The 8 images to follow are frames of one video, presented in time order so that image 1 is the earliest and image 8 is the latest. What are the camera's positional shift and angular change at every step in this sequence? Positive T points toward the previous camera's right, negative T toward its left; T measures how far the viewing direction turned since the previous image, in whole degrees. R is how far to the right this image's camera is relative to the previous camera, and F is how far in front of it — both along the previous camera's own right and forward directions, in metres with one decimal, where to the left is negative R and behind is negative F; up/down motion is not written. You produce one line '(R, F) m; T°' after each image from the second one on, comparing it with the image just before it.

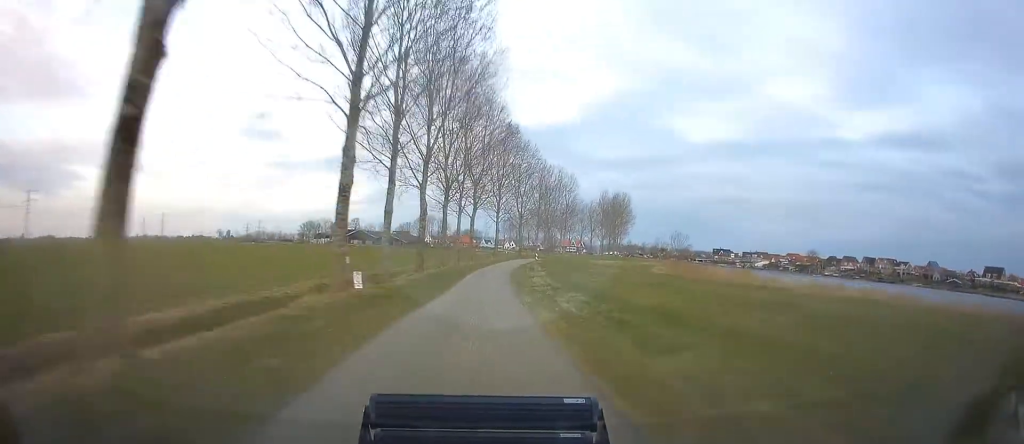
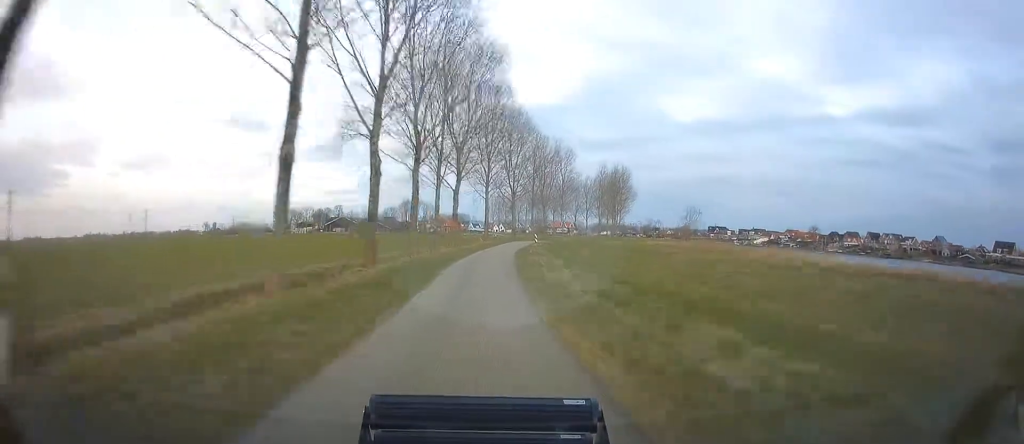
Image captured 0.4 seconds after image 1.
(+0.5, +13.8) m; +2°
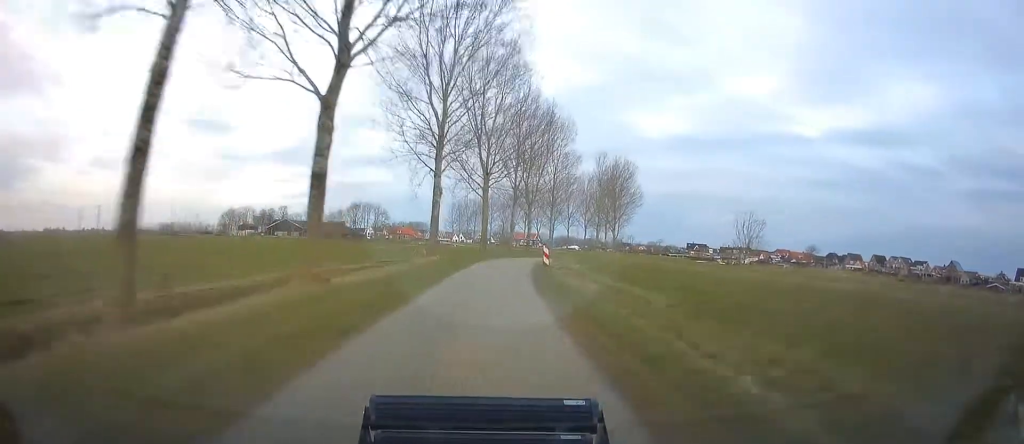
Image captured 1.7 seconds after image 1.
(+1.8, +39.1) m; +6°
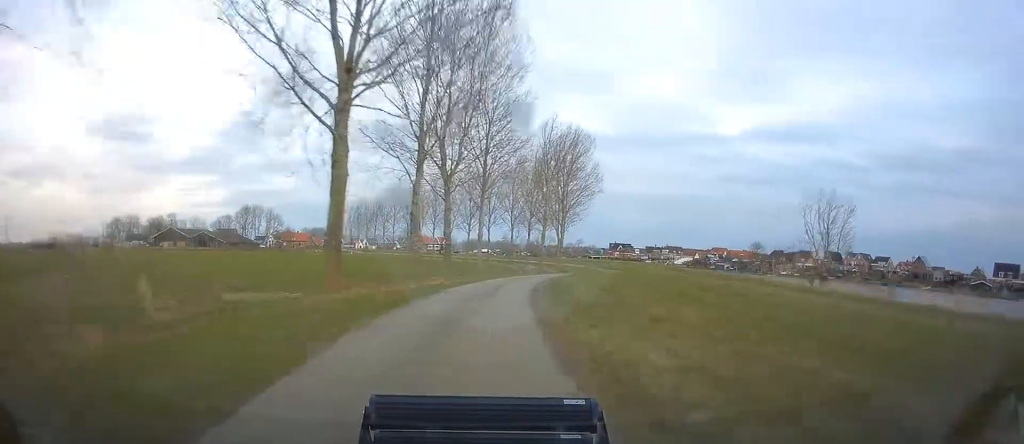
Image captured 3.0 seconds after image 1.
(+1.9, +34.8) m; +9°
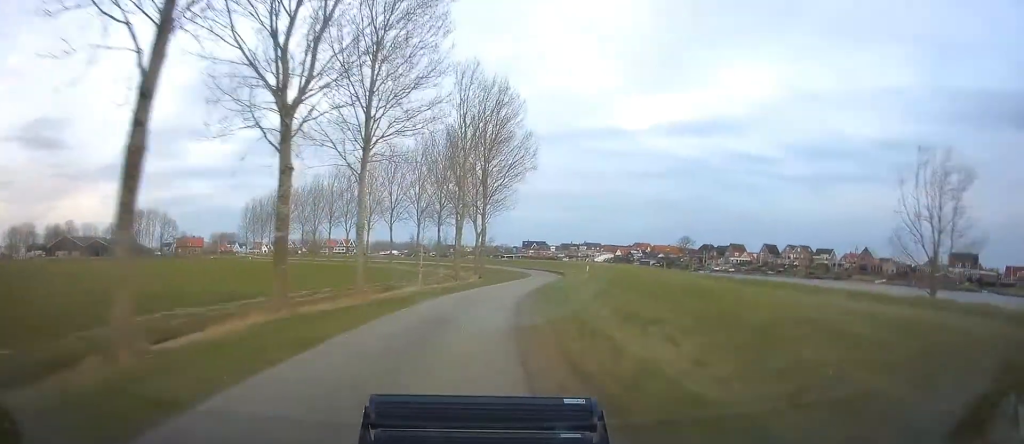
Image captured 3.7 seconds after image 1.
(+1.5, +19.4) m; +7°
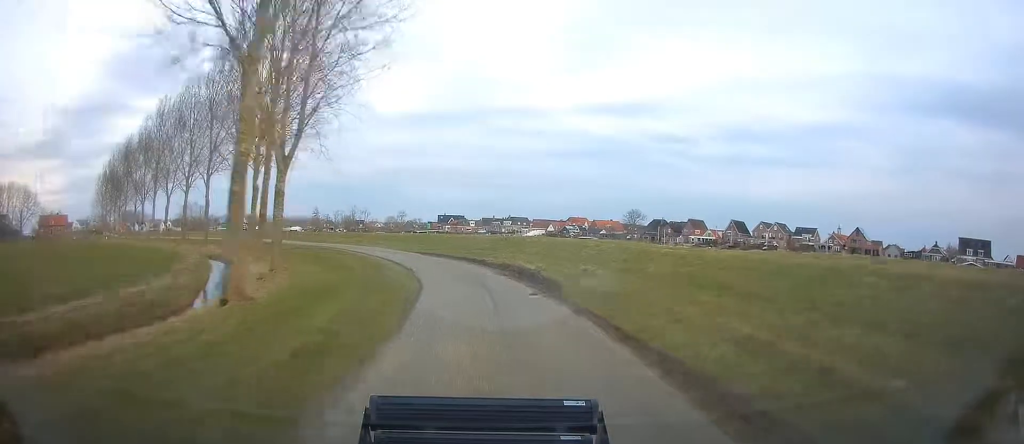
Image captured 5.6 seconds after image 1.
(+4.5, +45.4) m; +4°
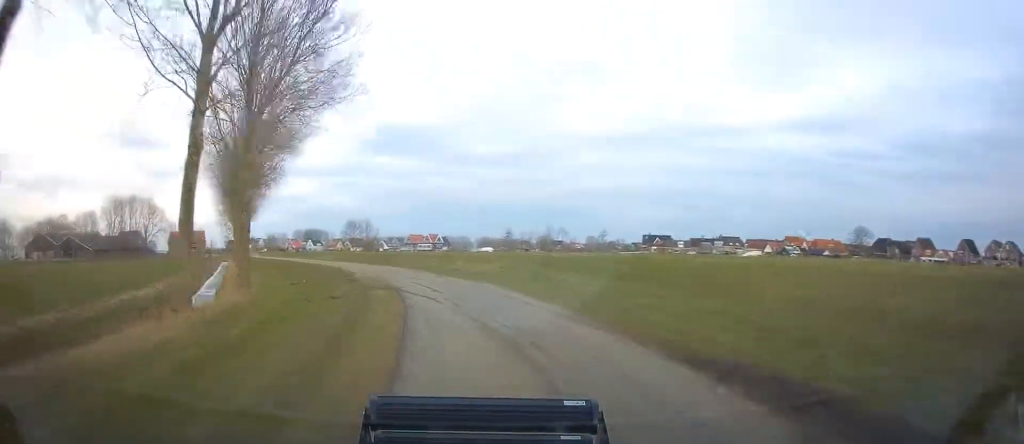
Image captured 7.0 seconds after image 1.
(-2.2, +29.9) m; -14°
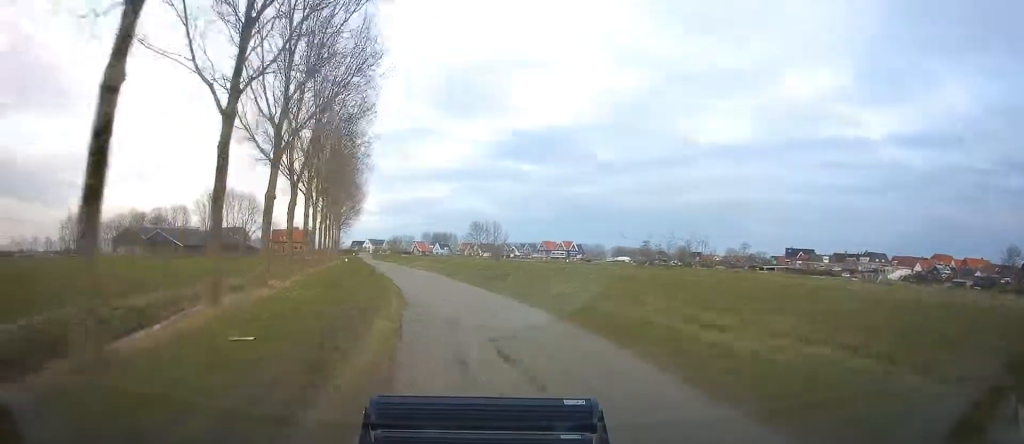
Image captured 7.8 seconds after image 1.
(-1.8, +17.9) m; -11°
